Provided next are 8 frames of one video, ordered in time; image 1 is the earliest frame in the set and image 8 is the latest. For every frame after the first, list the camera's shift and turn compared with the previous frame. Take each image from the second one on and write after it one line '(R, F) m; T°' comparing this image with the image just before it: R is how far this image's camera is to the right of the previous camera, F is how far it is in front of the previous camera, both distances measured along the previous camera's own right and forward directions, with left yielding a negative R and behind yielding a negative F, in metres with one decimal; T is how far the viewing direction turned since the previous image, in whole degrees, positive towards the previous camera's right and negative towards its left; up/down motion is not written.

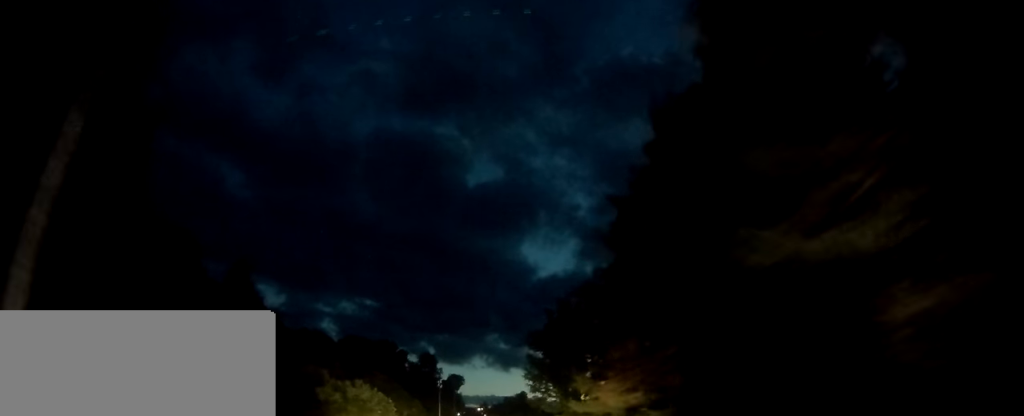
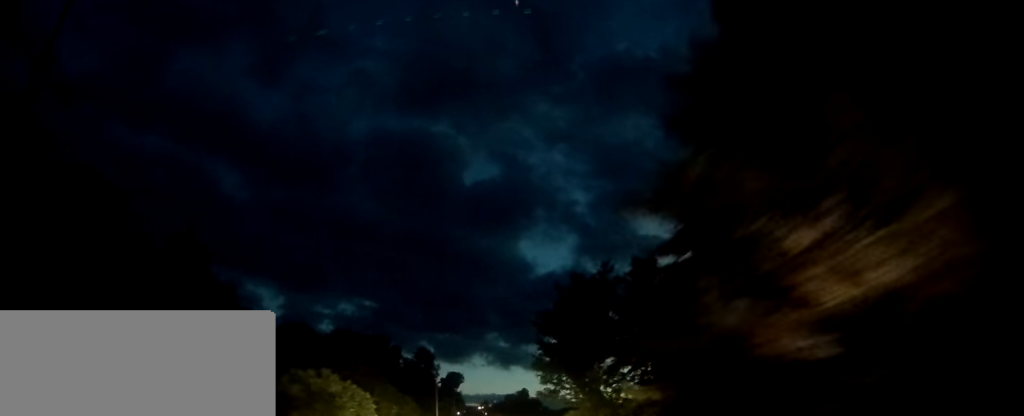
(+0.2, +8.7) m; -1°
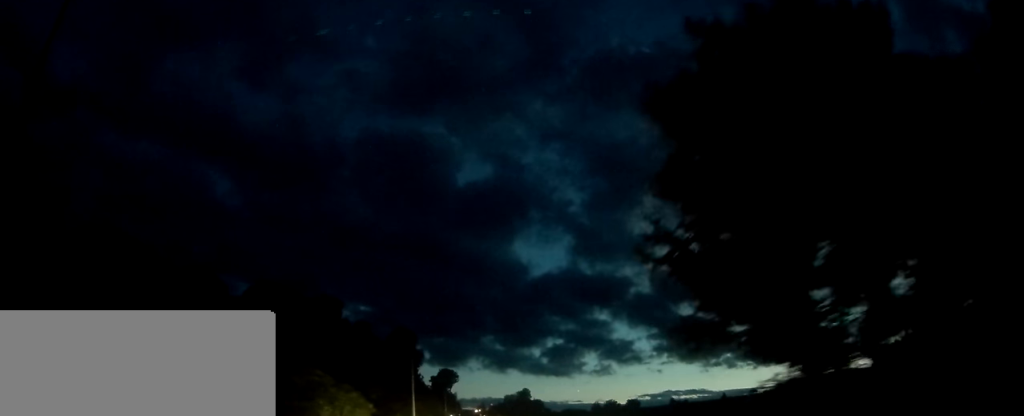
(-0.2, +32.8) m; +2°
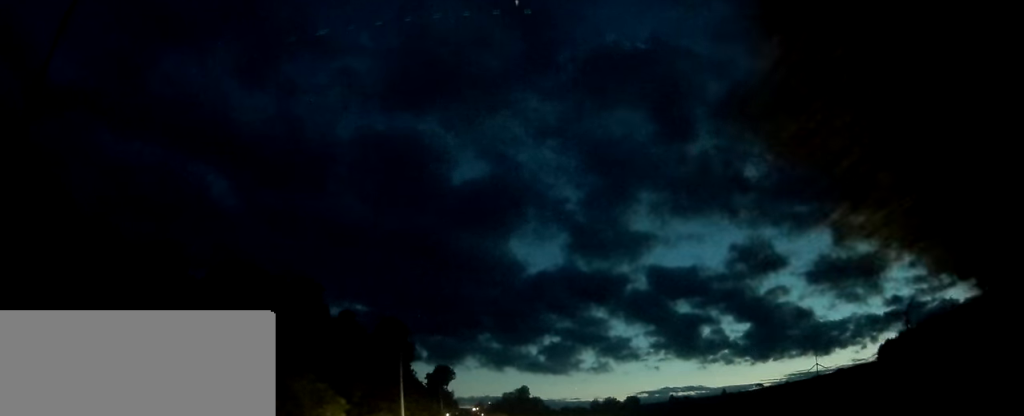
(+0.1, +8.1) m; 0°
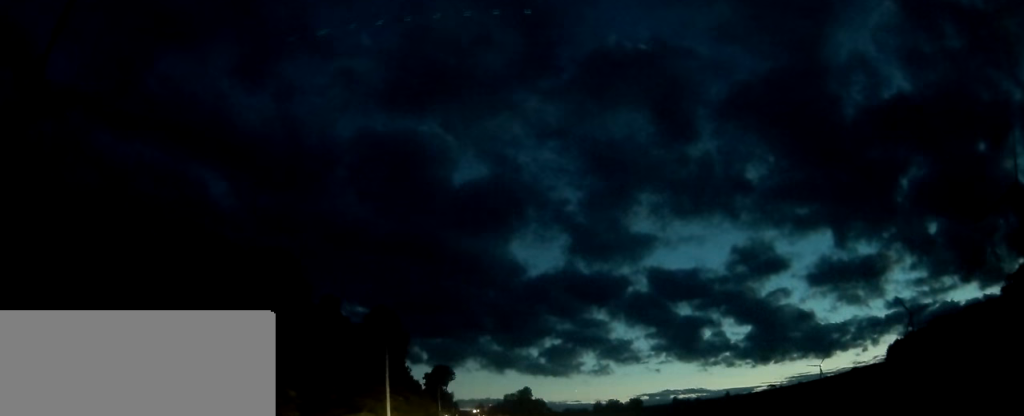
(+0.2, +9.9) m; 0°
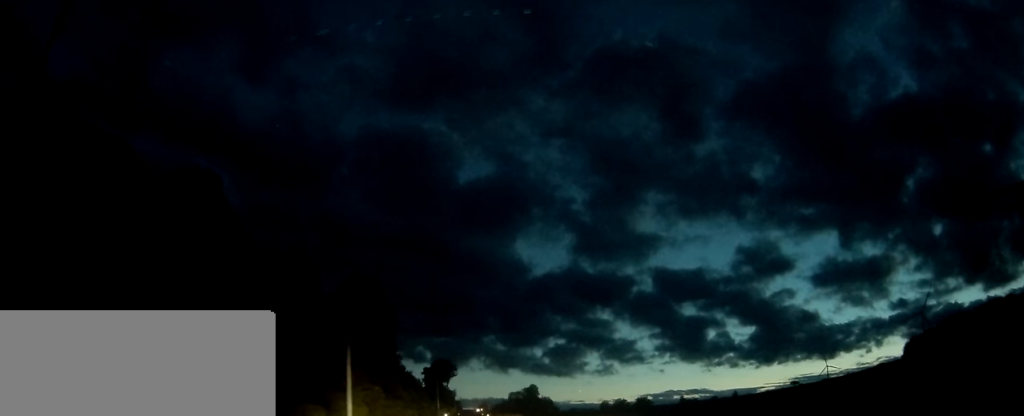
(-0.2, +16.5) m; -2°
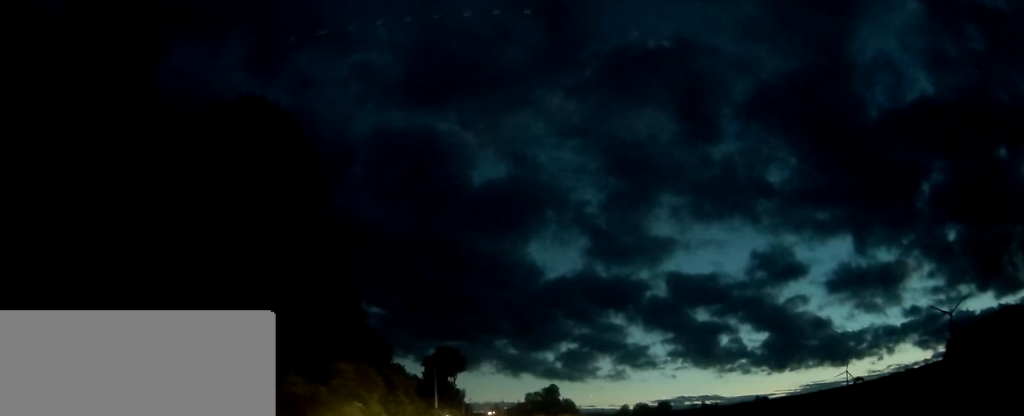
(-0.8, +36.2) m; -1°
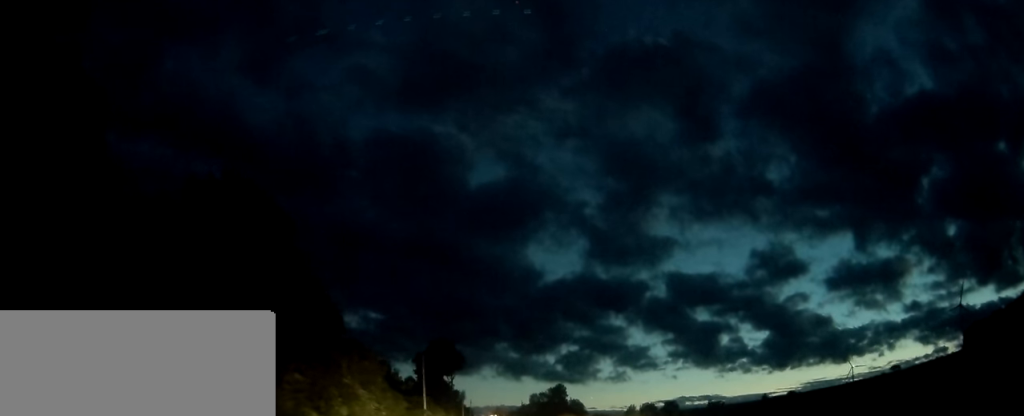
(+0.1, +19.4) m; +1°
